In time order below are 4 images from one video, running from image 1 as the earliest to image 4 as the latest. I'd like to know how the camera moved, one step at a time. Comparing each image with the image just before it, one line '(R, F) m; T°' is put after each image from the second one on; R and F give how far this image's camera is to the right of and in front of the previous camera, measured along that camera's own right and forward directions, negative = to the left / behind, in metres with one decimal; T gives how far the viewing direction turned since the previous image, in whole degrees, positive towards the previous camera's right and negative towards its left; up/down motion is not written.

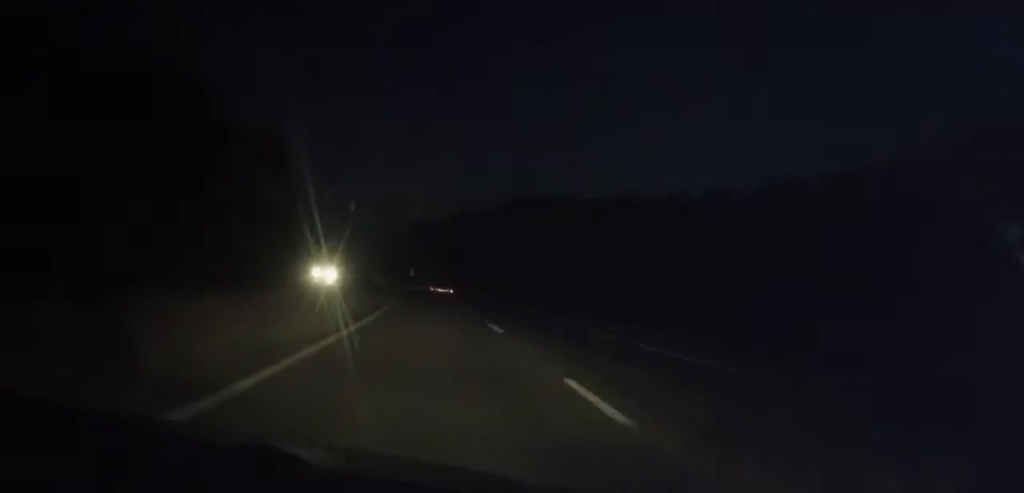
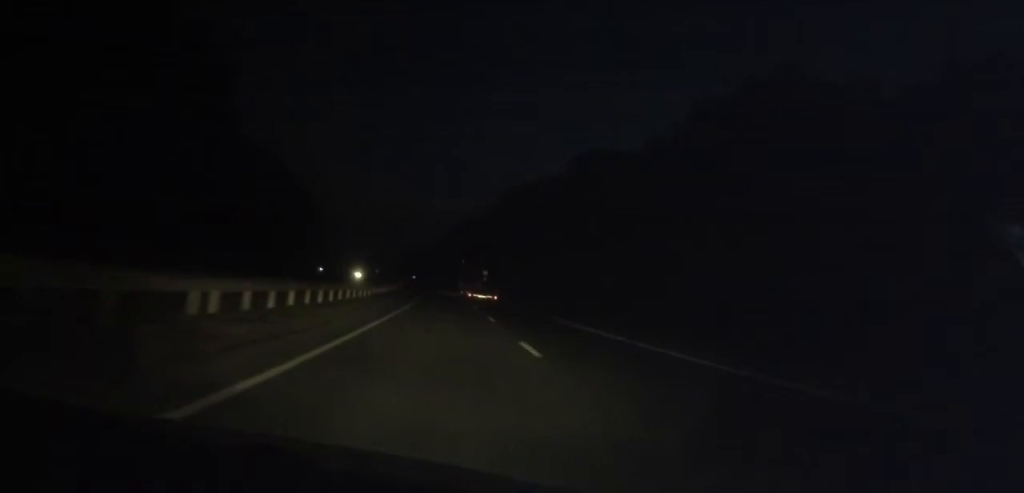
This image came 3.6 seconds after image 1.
(-4.2, +101.0) m; -5°
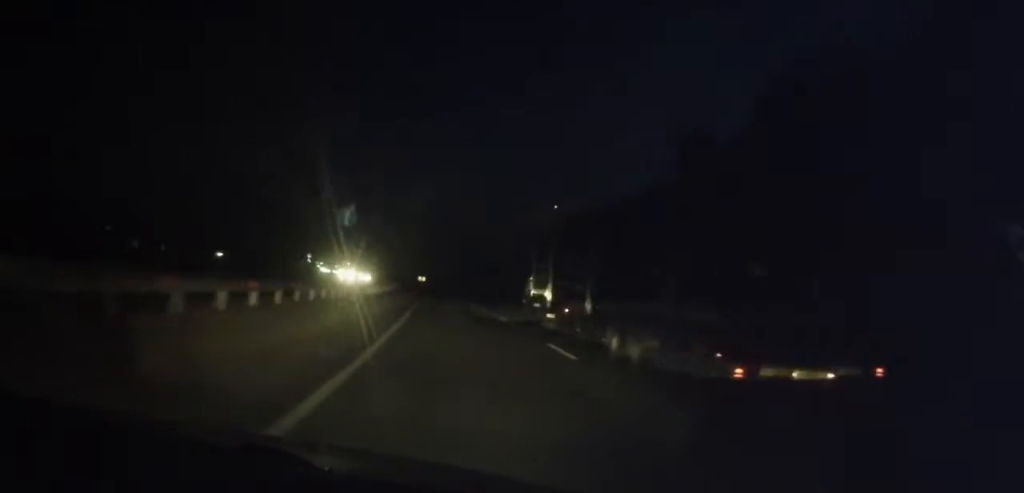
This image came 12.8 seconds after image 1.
(-29.2, +259.1) m; -12°
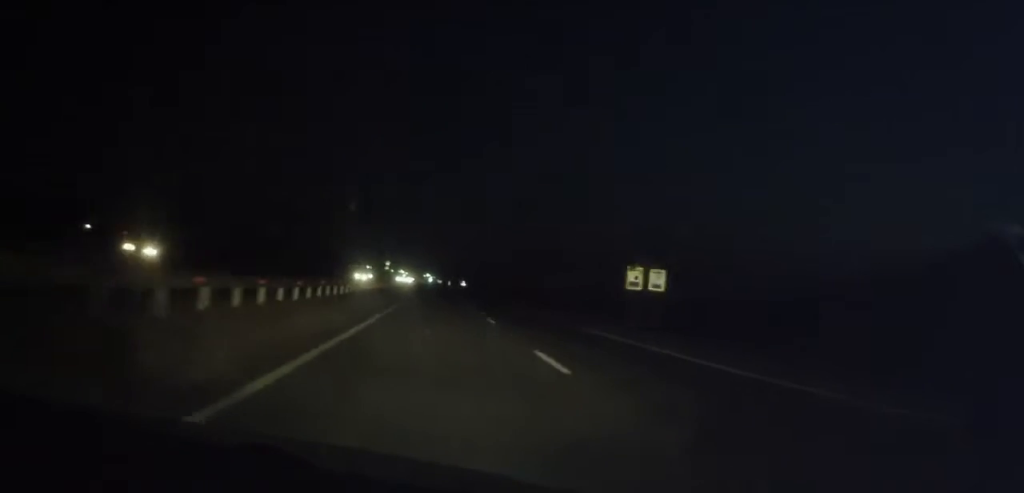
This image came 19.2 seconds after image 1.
(-14.5, +183.5) m; -9°
